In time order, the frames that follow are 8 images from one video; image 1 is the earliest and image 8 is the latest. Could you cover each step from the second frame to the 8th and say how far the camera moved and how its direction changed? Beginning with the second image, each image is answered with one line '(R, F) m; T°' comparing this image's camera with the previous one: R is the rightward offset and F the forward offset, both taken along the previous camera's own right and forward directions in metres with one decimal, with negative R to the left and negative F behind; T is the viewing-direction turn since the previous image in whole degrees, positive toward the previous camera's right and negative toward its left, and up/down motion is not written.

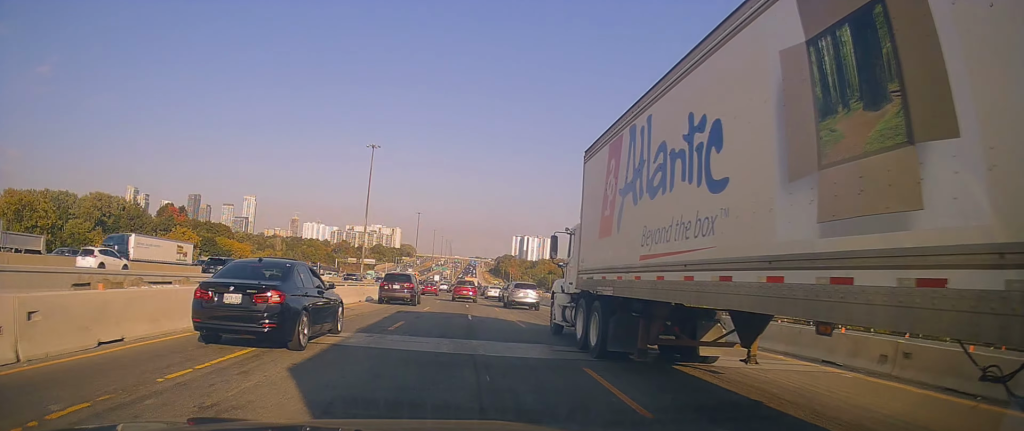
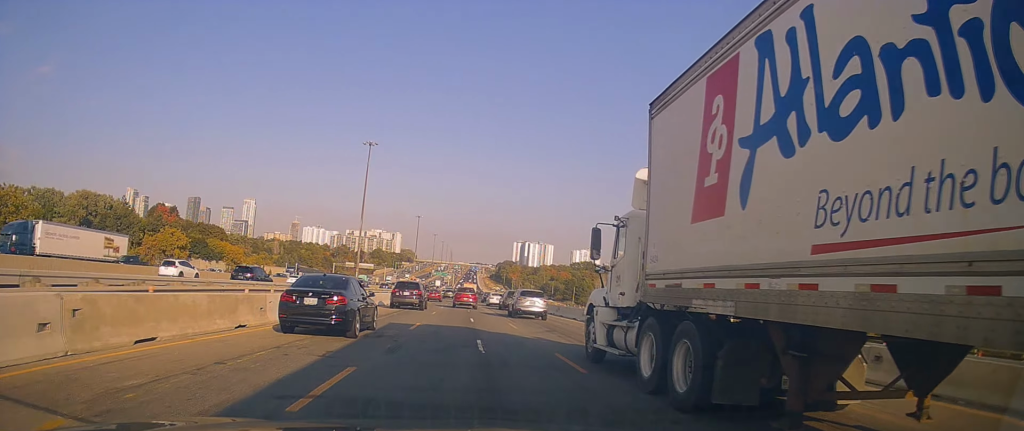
(+0.2, +8.1) m; +1°
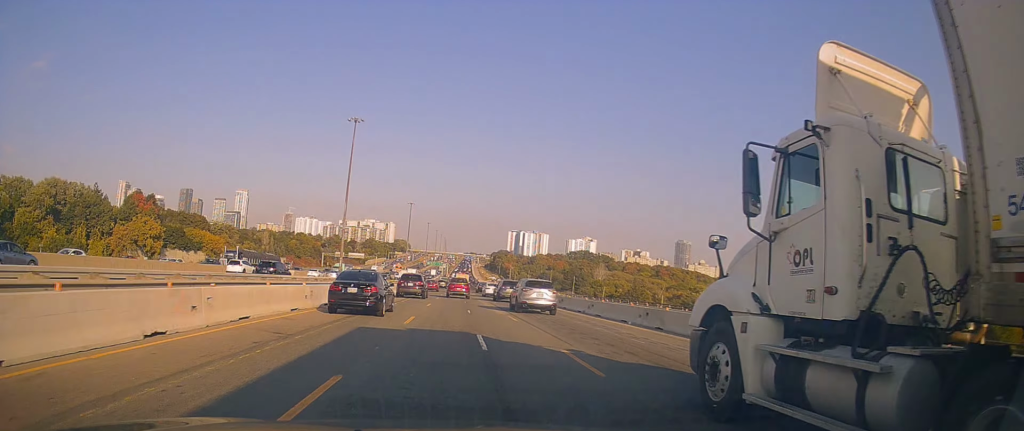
(0.0, +13.0) m; 0°
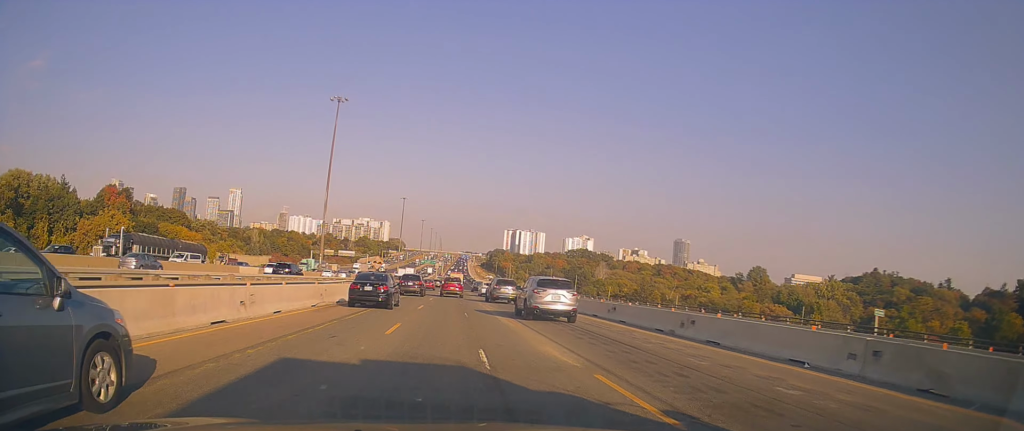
(+0.2, +15.0) m; 0°
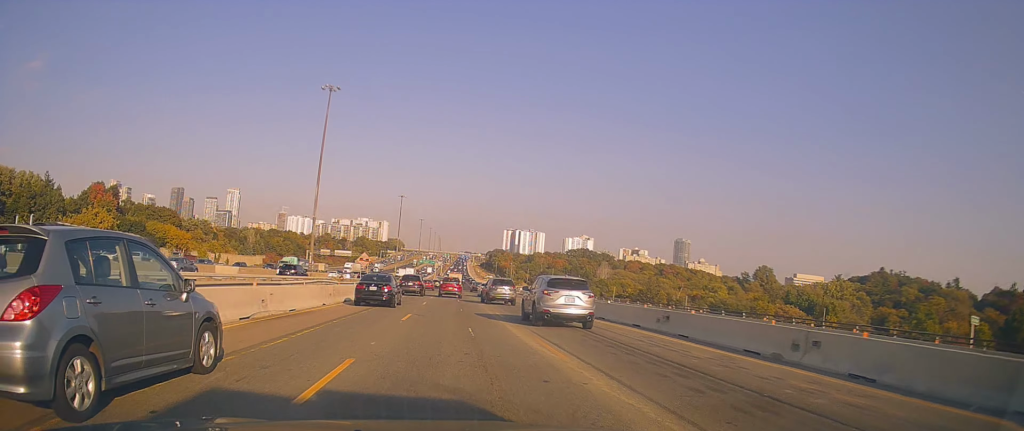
(0.0, +7.2) m; -1°
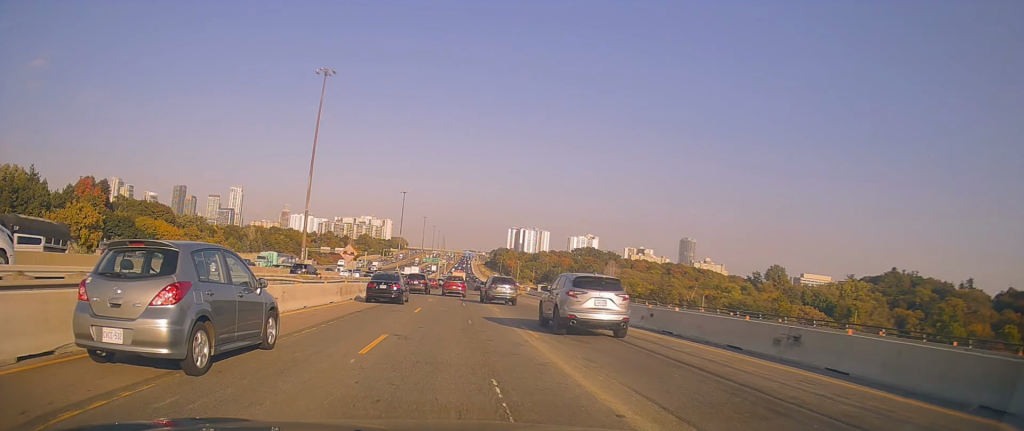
(-0.2, +8.3) m; -1°
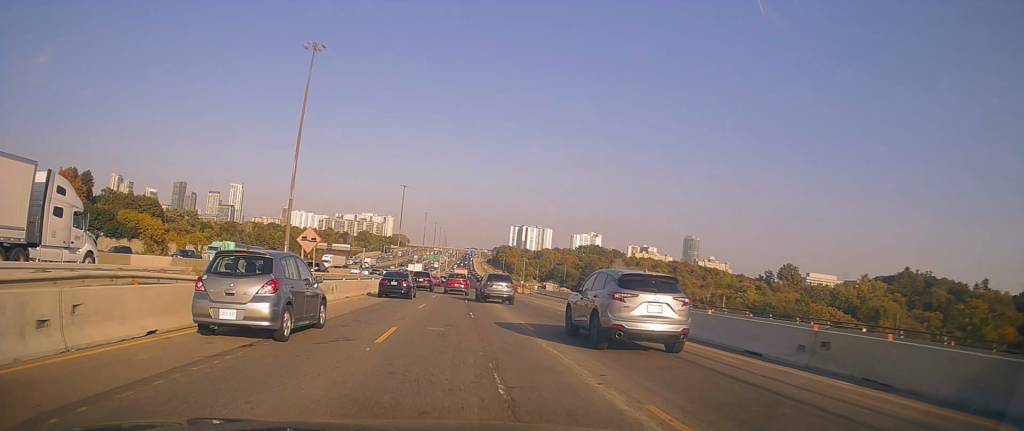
(-0.1, +10.9) m; +1°
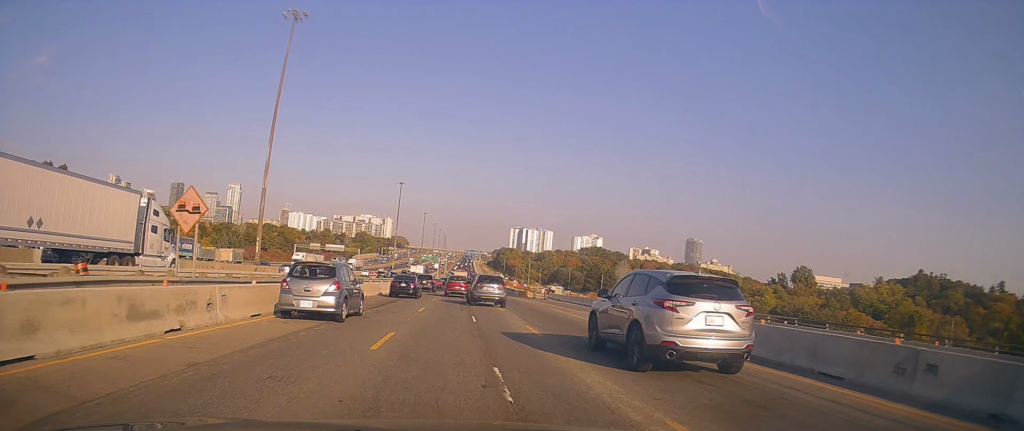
(+0.3, +13.2) m; +1°
